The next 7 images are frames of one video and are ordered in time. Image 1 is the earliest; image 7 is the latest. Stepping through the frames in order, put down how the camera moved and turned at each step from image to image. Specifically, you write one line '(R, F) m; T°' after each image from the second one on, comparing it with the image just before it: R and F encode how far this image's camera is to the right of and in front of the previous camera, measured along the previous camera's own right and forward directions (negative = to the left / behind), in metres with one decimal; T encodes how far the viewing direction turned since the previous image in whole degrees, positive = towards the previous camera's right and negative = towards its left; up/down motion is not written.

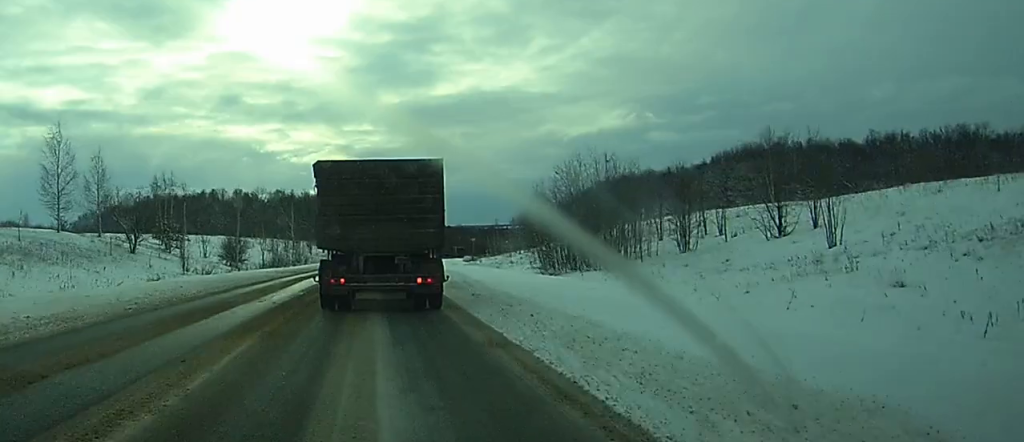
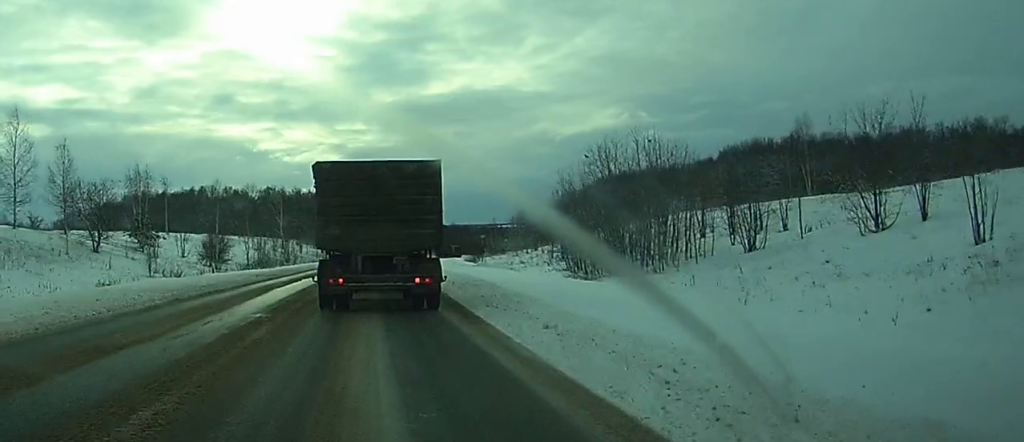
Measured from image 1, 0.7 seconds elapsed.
(0.0, +10.1) m; 0°
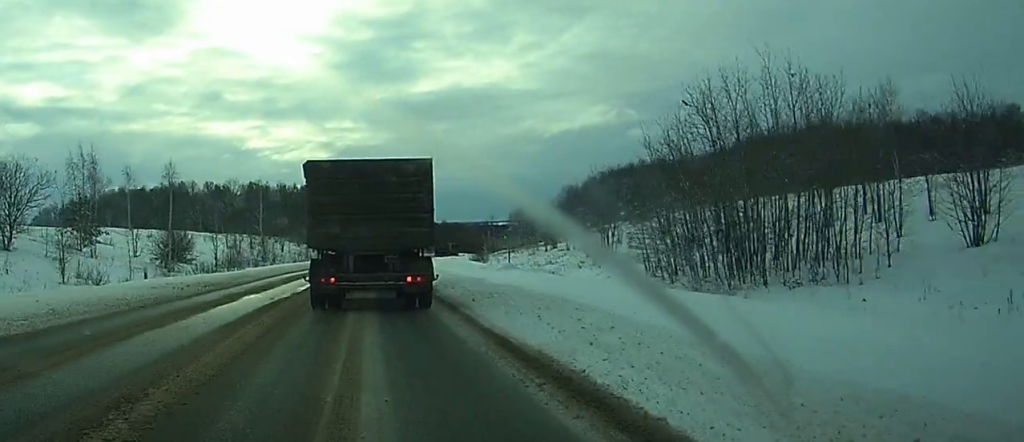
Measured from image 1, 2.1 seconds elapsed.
(+0.2, +17.7) m; +1°
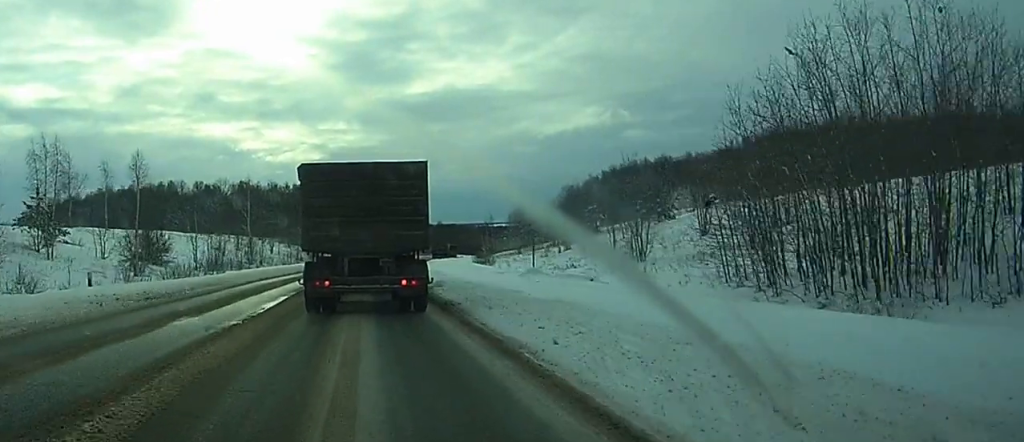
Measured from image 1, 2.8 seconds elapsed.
(0.0, +8.9) m; 0°
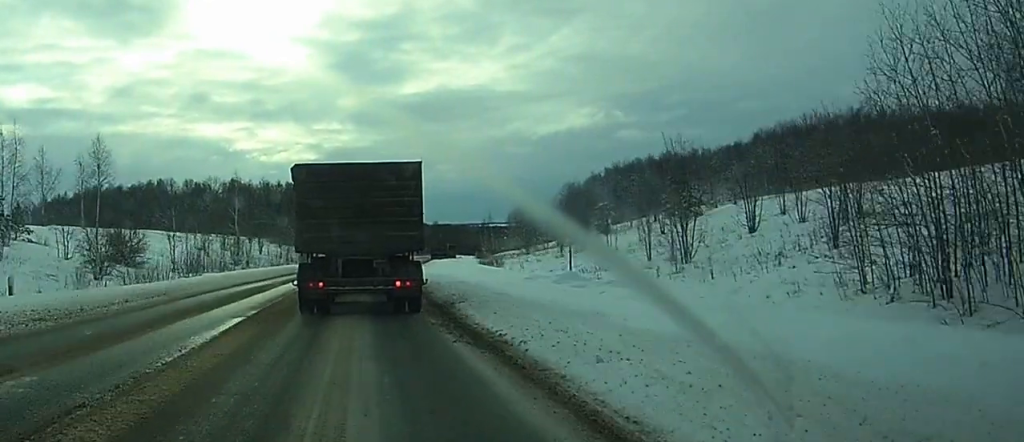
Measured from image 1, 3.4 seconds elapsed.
(0.0, +8.4) m; 0°
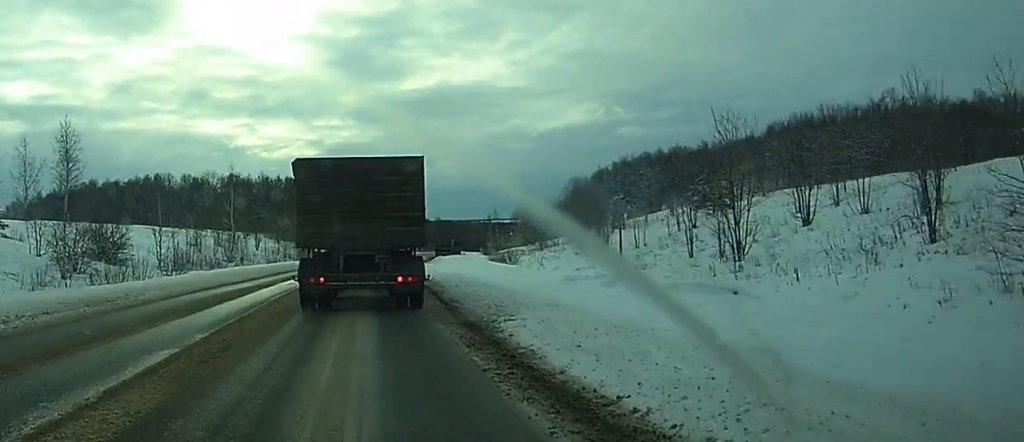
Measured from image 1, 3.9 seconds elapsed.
(0.0, +6.2) m; 0°
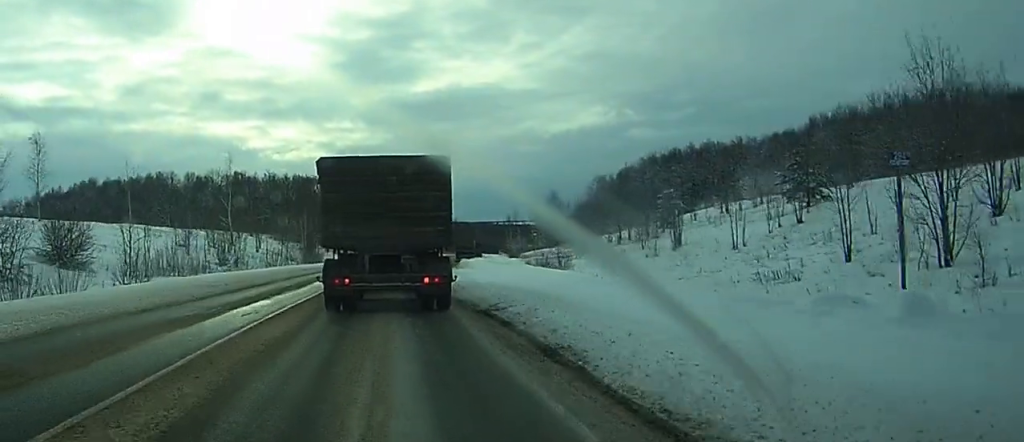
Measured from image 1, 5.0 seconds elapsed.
(+0.1, +13.5) m; 0°
